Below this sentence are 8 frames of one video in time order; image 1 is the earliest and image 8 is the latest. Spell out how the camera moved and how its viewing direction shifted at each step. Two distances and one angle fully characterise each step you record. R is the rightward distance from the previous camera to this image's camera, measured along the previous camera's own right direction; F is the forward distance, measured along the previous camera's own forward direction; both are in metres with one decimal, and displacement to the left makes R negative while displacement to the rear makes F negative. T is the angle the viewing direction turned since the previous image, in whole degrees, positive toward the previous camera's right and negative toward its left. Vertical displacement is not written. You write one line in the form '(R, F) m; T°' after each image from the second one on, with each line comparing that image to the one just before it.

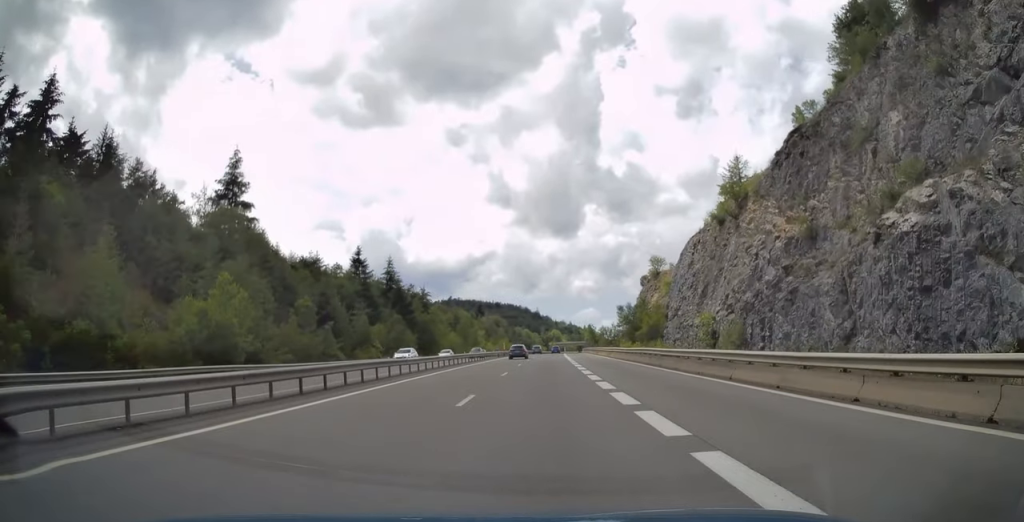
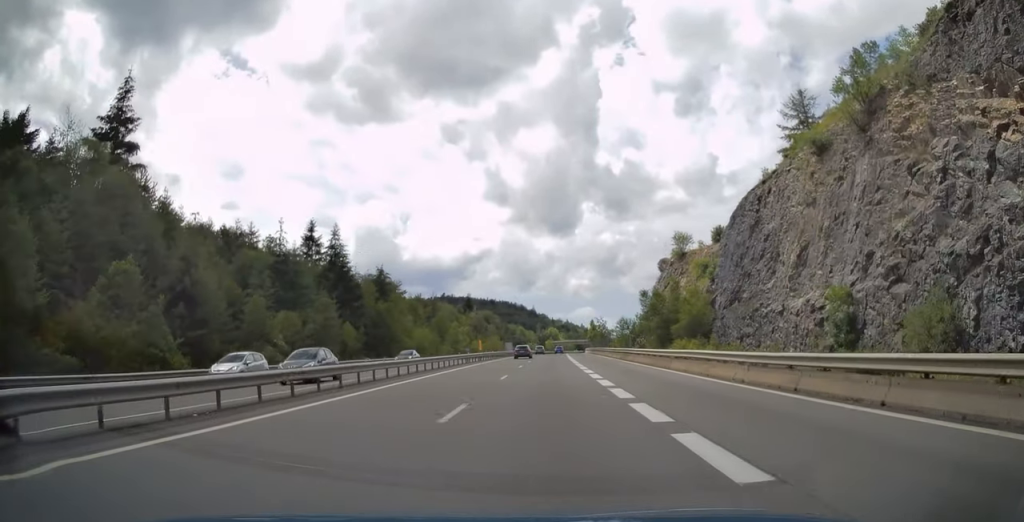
(0.0, +30.8) m; 0°
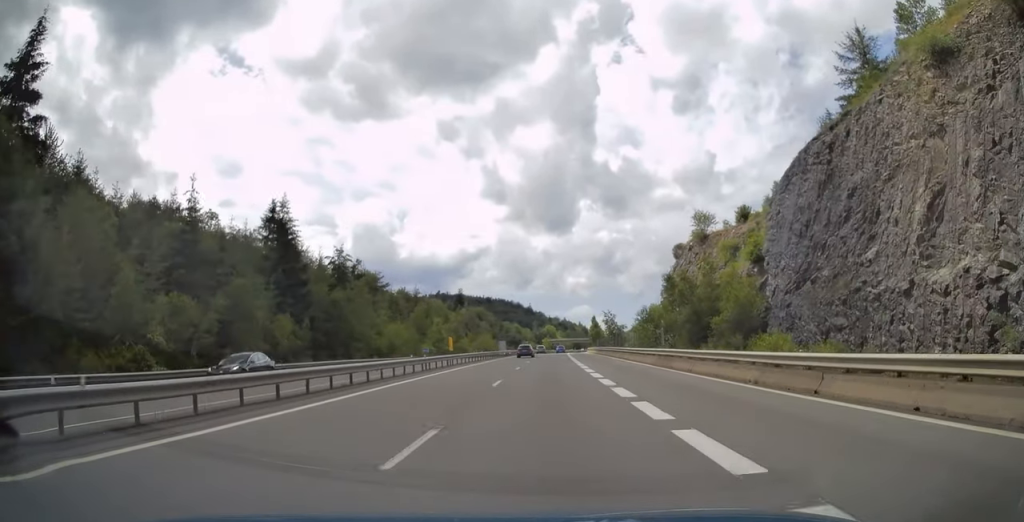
(0.0, +17.9) m; 0°
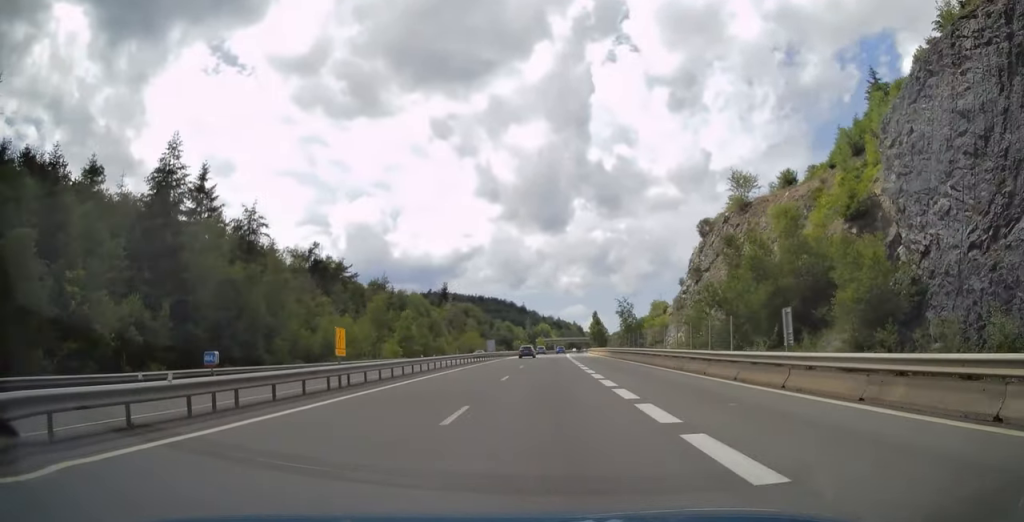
(0.0, +23.3) m; 0°
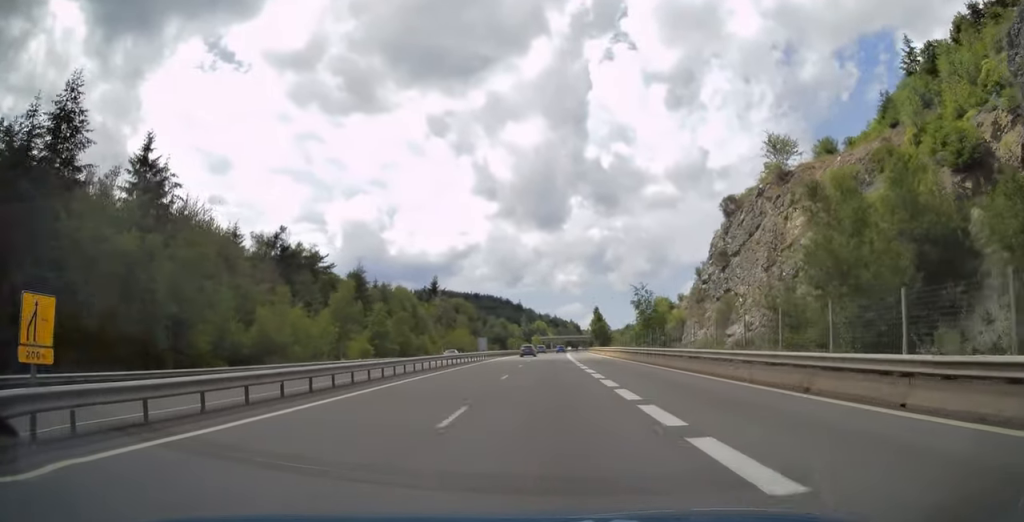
(+0.1, +13.9) m; 0°
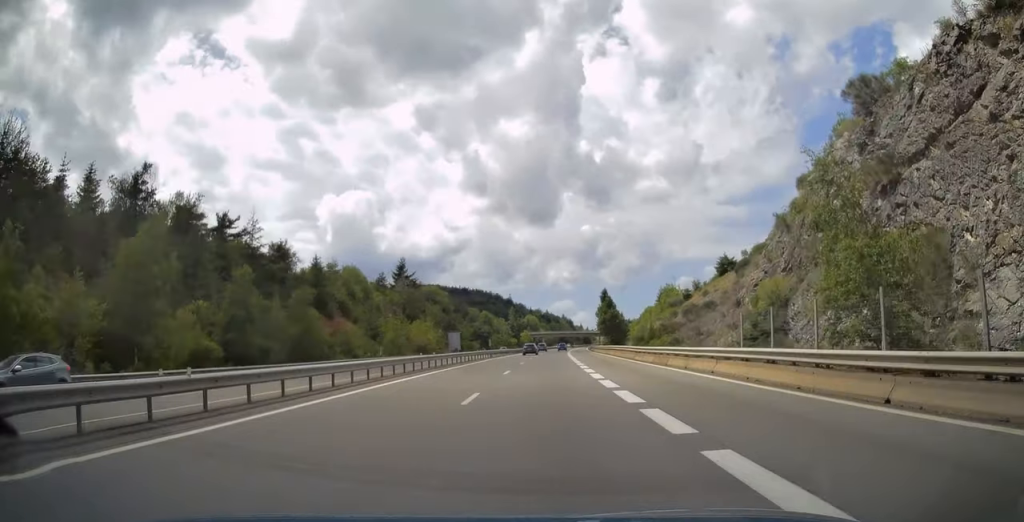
(+0.2, +36.4) m; +1°
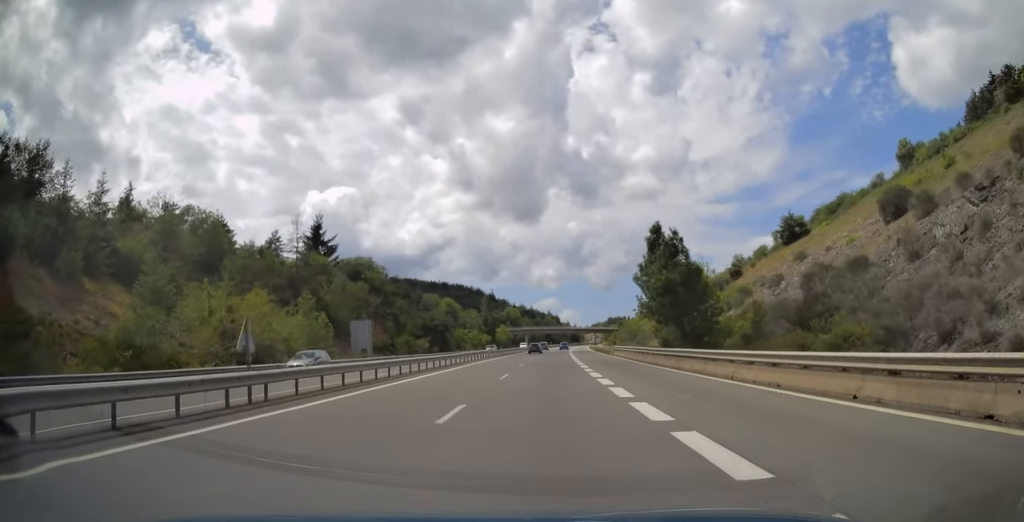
(+0.9, +53.3) m; +2°
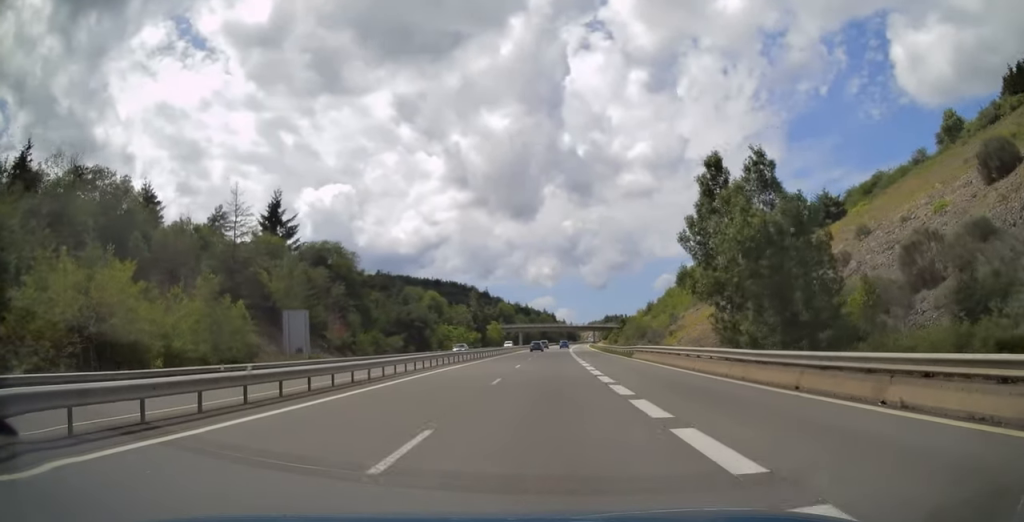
(+0.2, +15.3) m; 0°
